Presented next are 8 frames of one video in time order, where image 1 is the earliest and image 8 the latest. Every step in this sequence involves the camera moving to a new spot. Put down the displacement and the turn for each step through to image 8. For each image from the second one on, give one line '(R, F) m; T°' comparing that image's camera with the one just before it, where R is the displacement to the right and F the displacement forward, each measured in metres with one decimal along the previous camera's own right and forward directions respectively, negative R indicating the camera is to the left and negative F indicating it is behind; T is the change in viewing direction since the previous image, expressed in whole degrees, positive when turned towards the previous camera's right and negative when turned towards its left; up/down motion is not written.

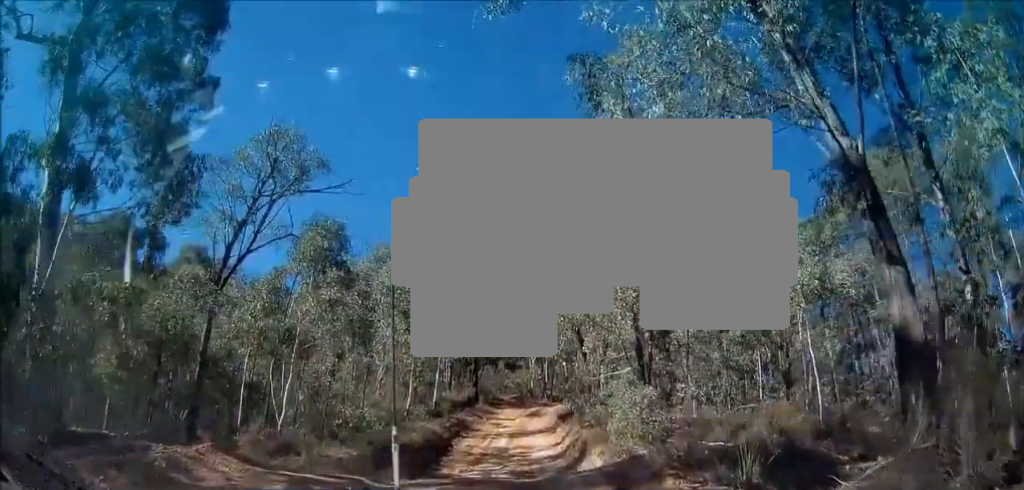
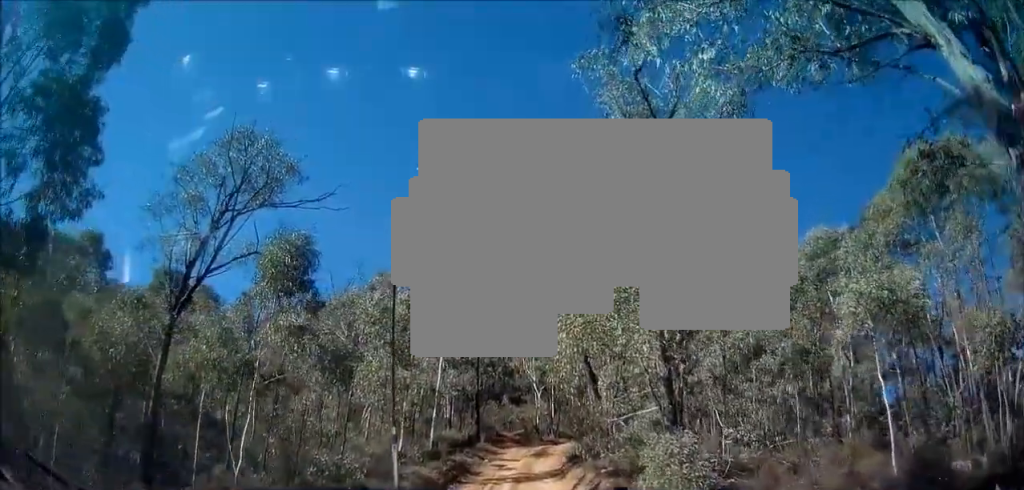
(0.0, +3.0) m; -4°
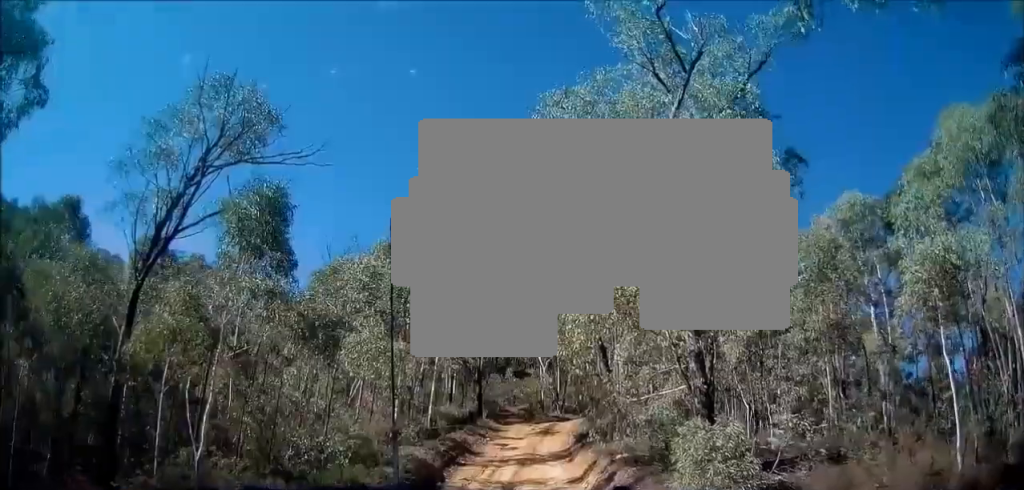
(-0.1, +1.9) m; -3°
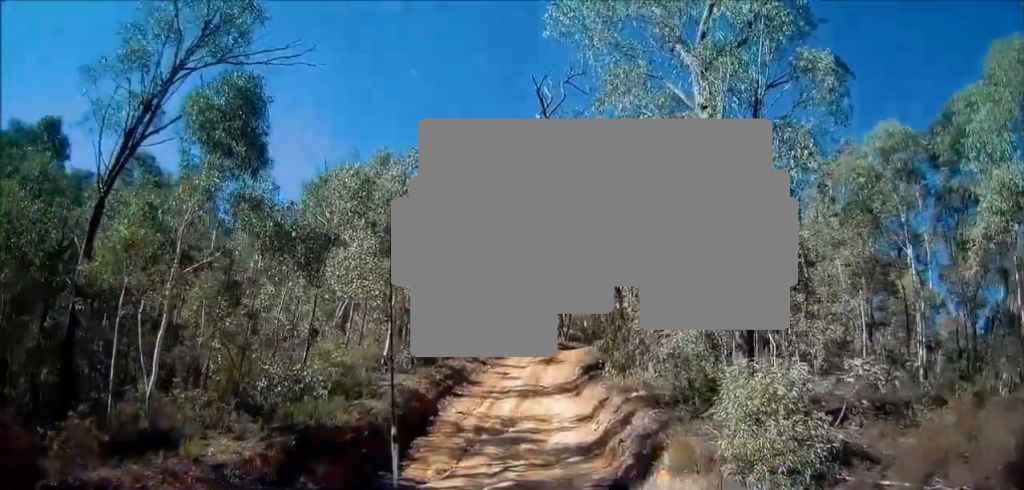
(-0.1, +1.8) m; -1°
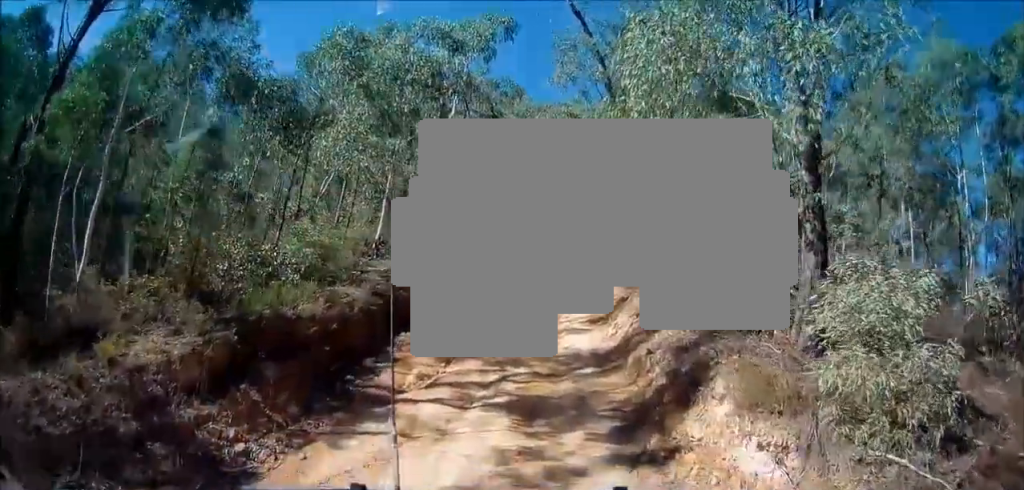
(0.0, +1.8) m; +2°
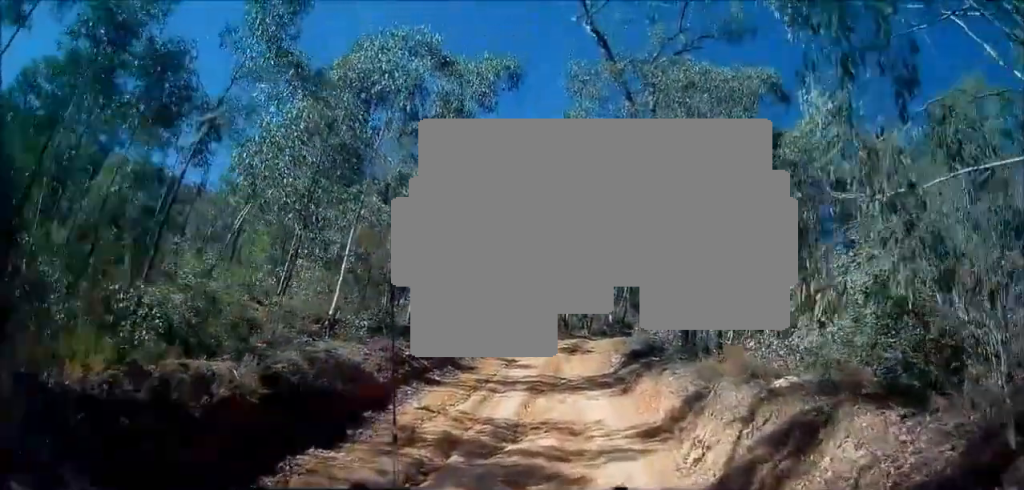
(+0.2, +4.8) m; +4°
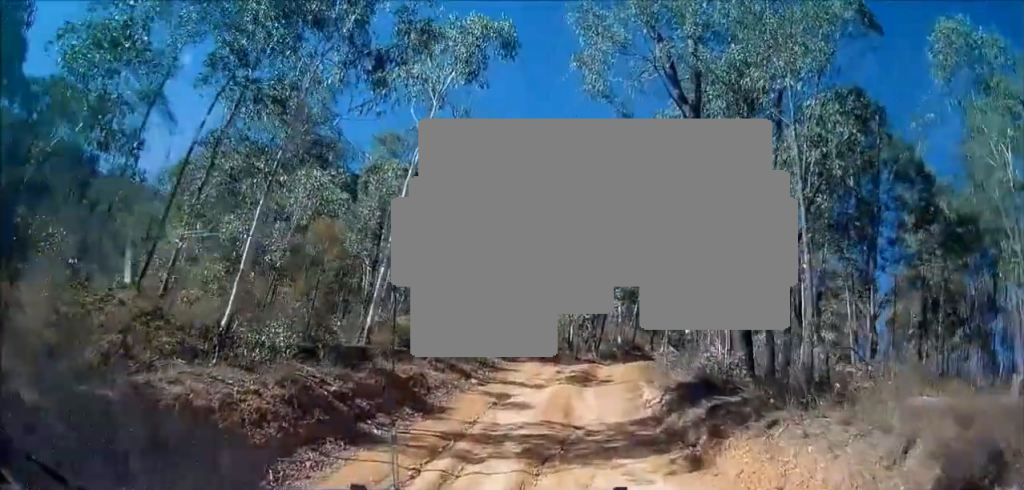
(0.0, +4.8) m; 0°
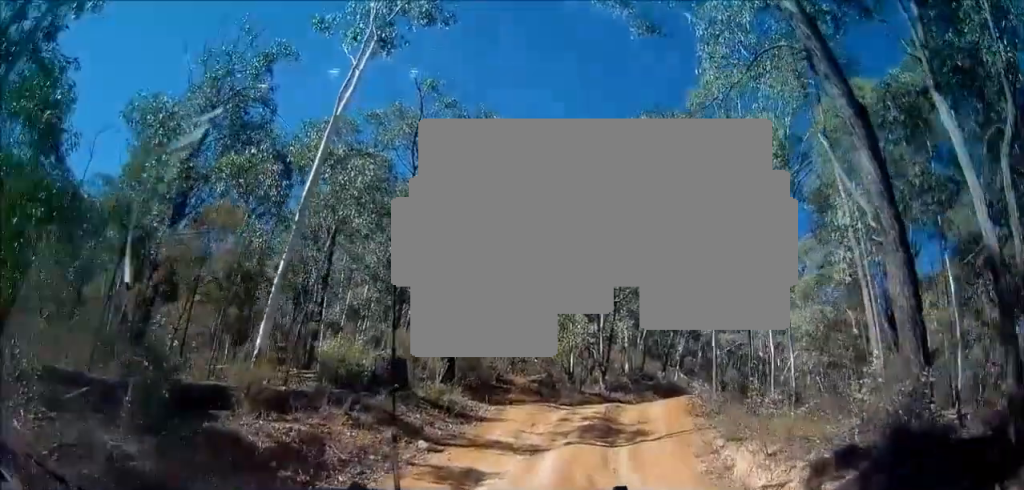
(+0.2, +6.2) m; +1°
